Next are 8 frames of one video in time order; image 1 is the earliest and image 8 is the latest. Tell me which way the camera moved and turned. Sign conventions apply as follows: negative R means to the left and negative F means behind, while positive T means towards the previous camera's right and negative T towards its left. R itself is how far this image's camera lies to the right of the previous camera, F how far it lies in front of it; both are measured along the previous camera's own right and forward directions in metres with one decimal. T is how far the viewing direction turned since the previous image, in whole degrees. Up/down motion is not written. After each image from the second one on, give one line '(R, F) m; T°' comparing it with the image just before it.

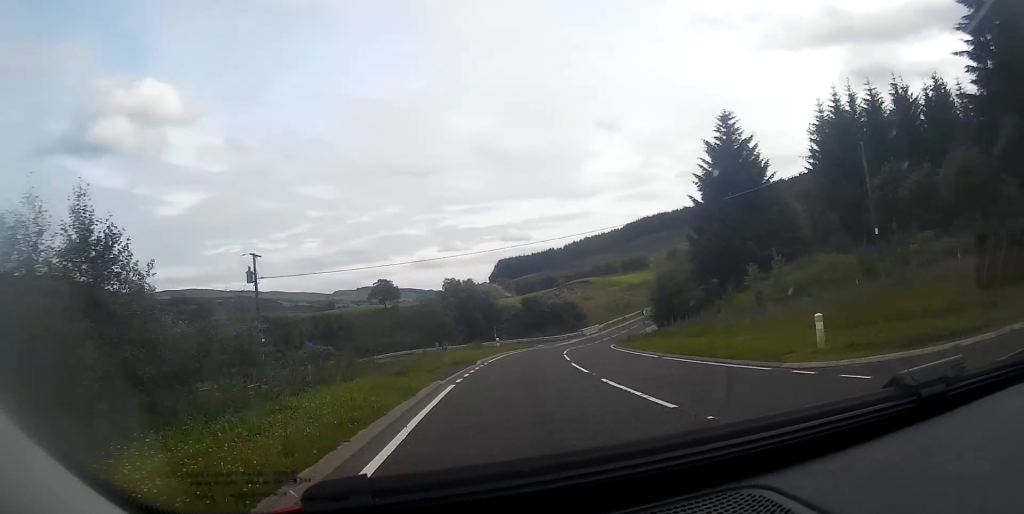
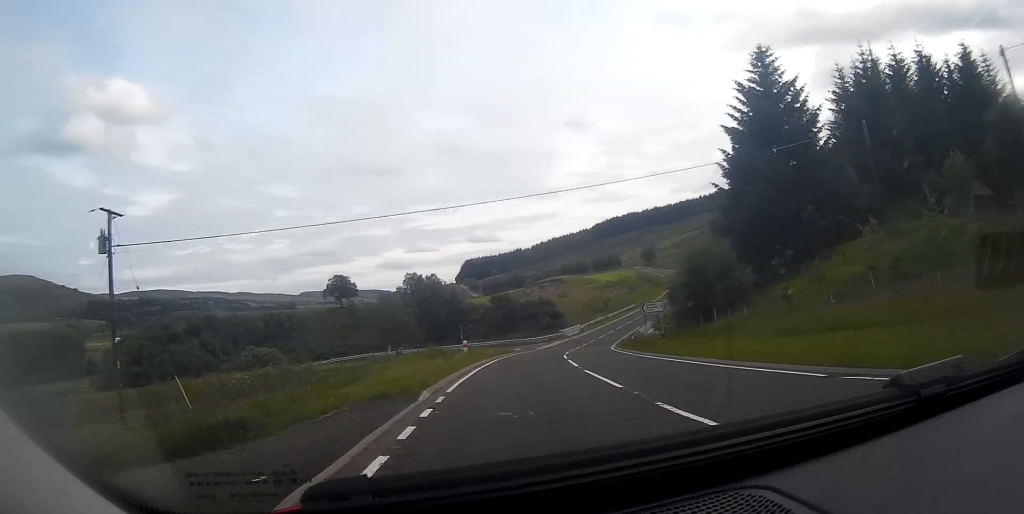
(+0.3, +14.4) m; +3°
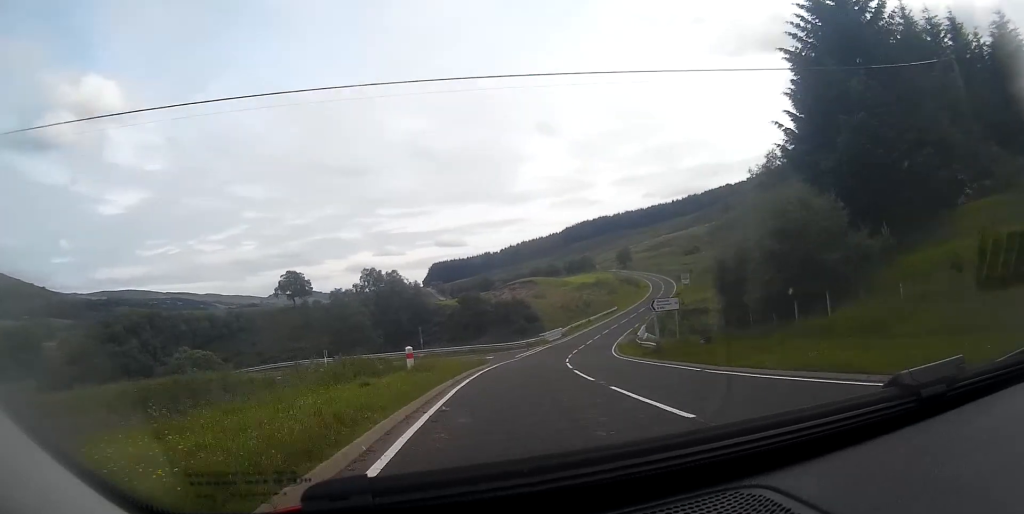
(+0.2, +13.6) m; +3°
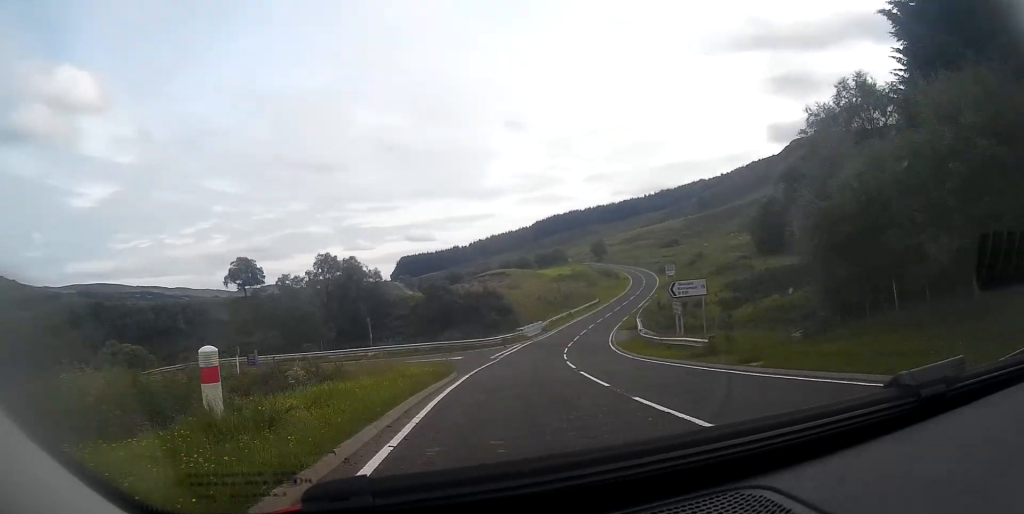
(+0.4, +11.5) m; +3°
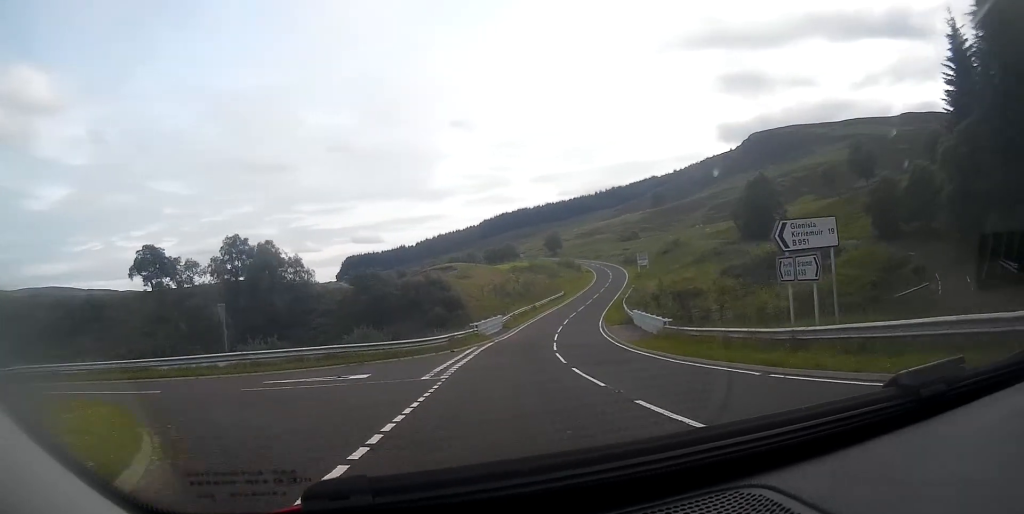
(+0.6, +18.0) m; +4°
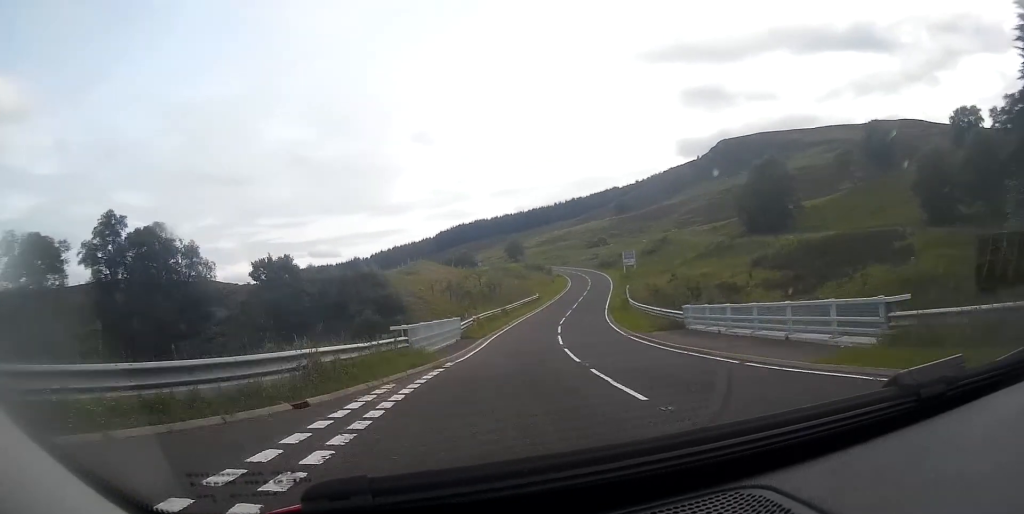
(+0.8, +21.0) m; +4°
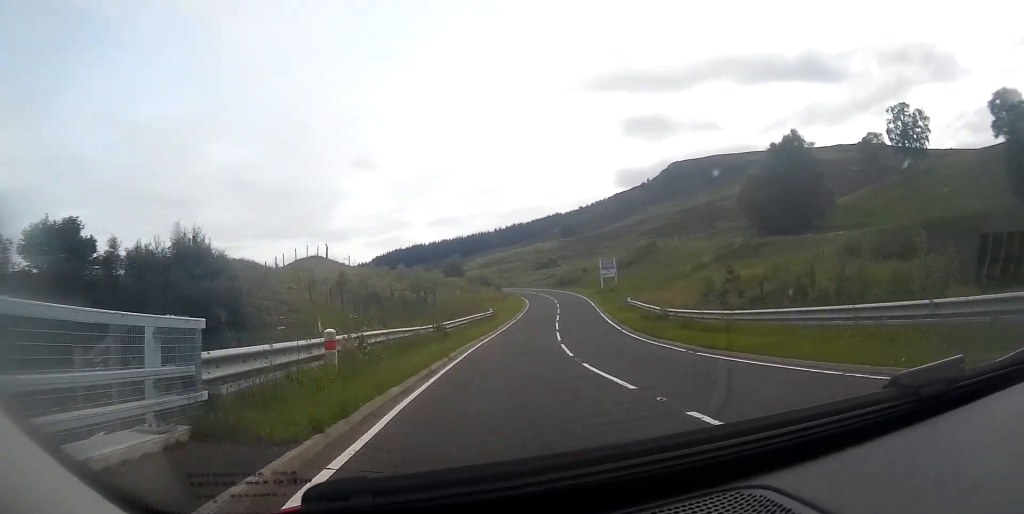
(+1.0, +25.5) m; +5°
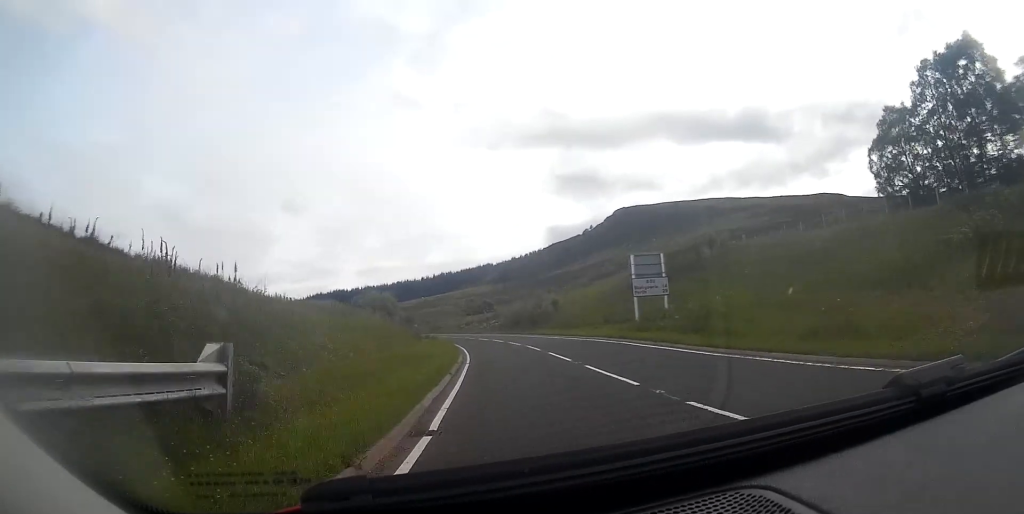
(+2.1, +43.5) m; +4°
